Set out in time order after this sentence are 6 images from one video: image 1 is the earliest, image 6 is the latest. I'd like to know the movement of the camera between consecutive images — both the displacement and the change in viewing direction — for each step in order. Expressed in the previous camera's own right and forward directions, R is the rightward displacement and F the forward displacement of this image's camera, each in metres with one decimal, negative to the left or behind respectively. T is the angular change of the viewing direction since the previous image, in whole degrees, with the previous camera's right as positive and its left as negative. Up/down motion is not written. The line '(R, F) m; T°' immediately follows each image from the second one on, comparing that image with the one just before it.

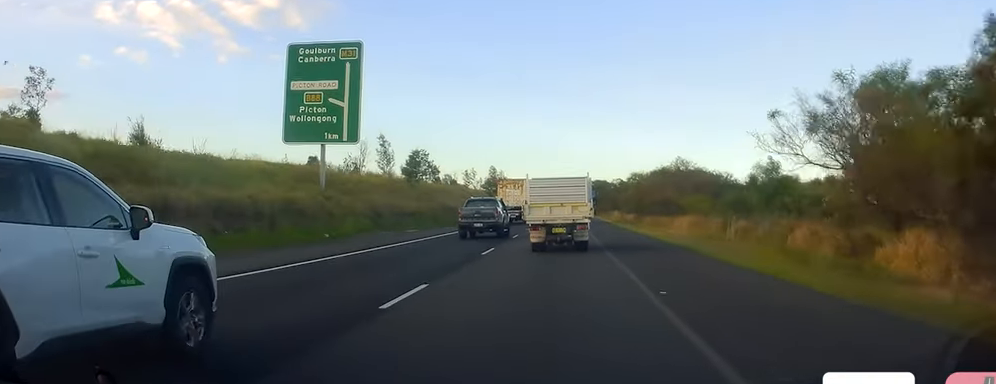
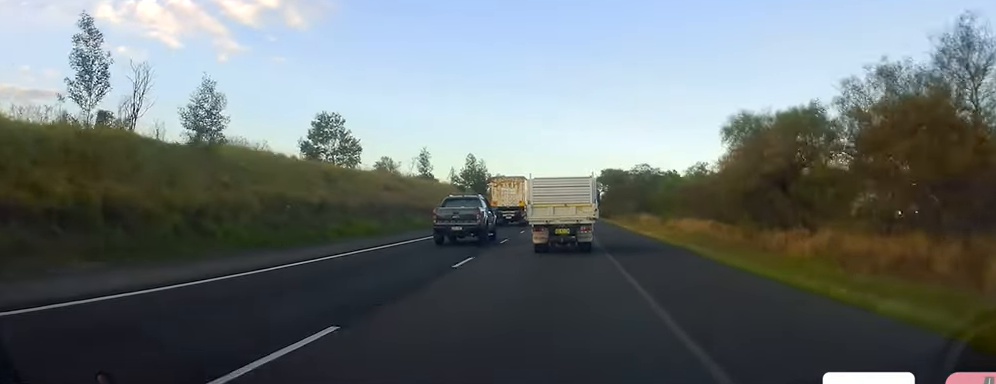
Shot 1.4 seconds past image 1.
(+0.6, +39.7) m; 0°
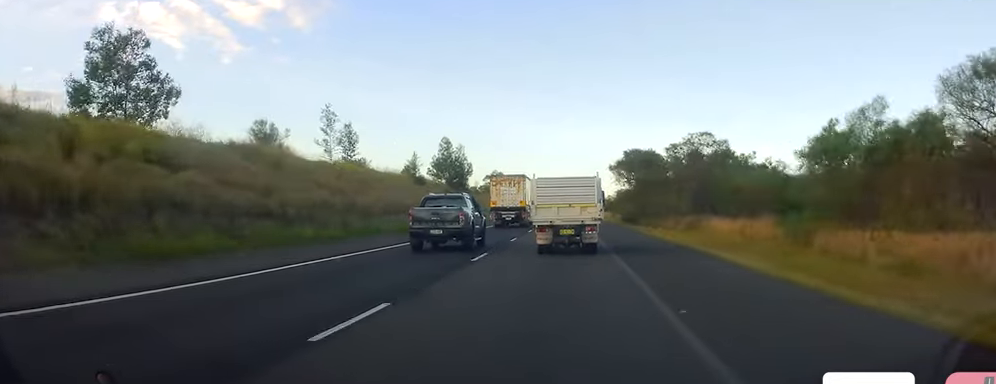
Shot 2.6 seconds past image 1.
(-0.4, +33.2) m; 0°
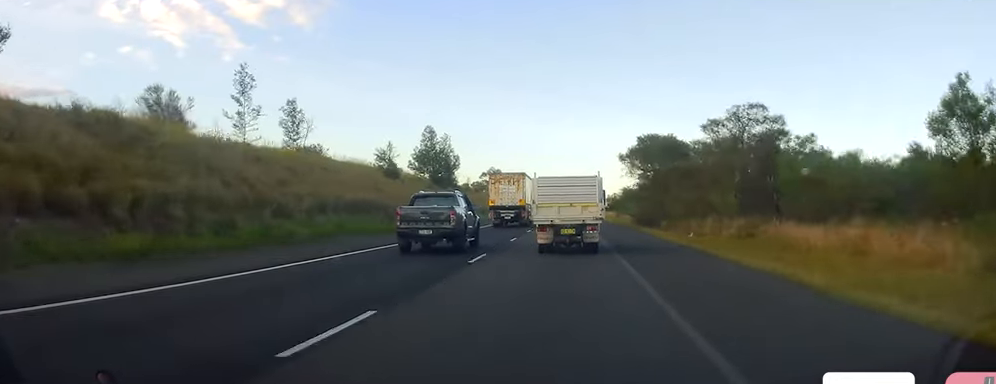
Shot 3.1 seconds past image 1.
(0.0, +12.8) m; 0°
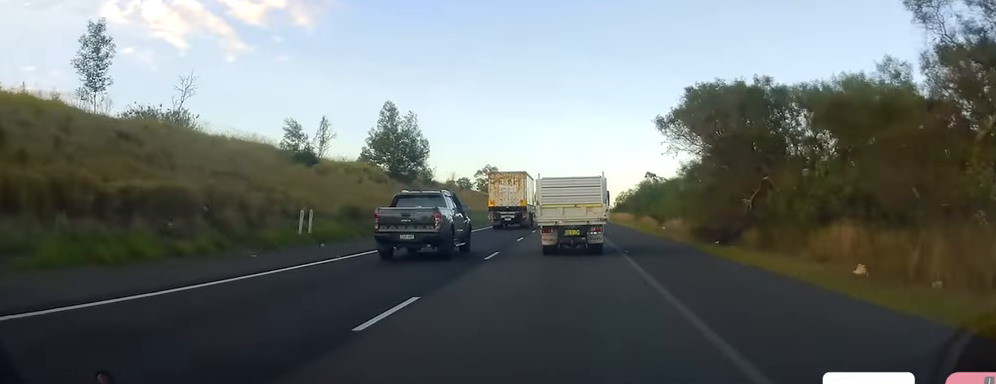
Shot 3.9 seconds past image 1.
(+0.5, +21.7) m; 0°
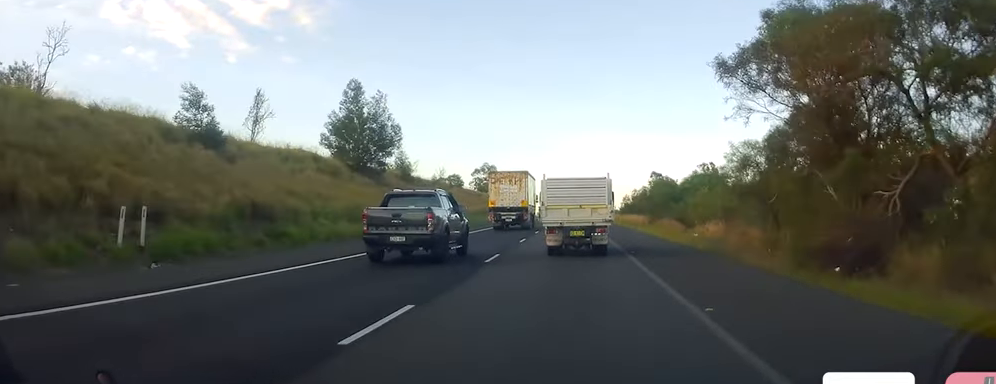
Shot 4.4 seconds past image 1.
(-0.2, +12.4) m; 0°
